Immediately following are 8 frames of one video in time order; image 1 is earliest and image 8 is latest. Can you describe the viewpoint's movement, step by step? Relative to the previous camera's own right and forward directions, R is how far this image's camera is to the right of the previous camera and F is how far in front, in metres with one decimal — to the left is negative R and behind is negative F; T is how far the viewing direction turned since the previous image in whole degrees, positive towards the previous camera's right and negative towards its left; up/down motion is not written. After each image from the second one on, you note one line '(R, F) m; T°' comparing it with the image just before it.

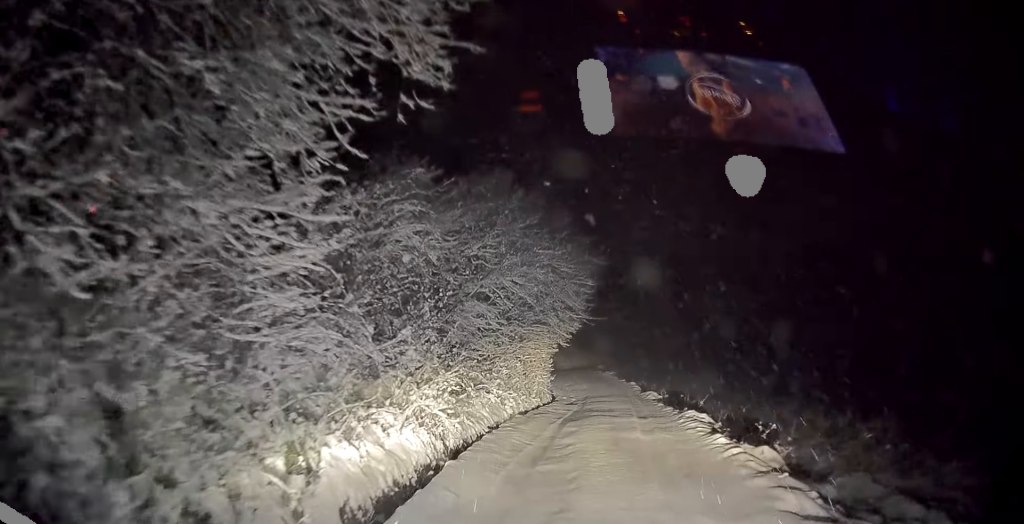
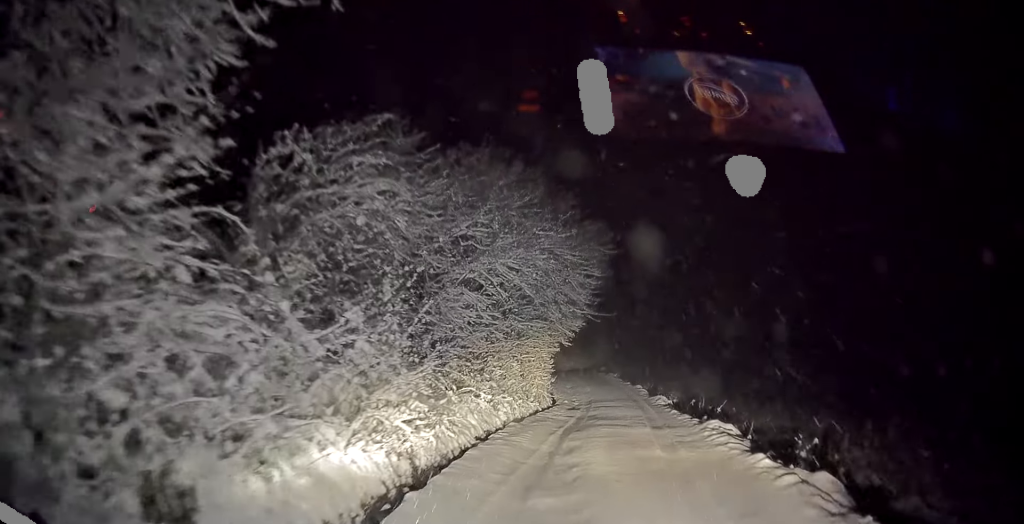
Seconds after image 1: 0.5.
(+0.1, +2.6) m; +1°
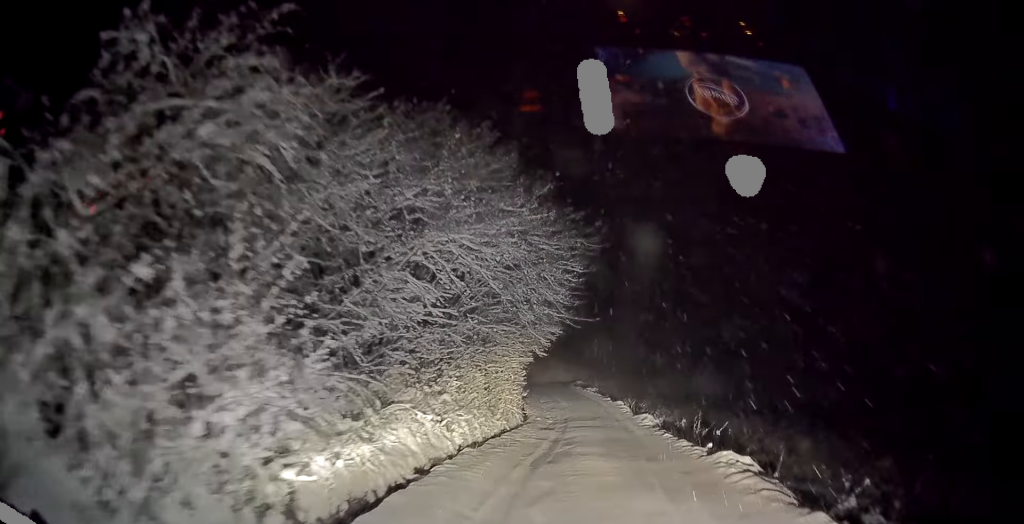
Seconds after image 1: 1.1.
(0.0, +3.1) m; +2°
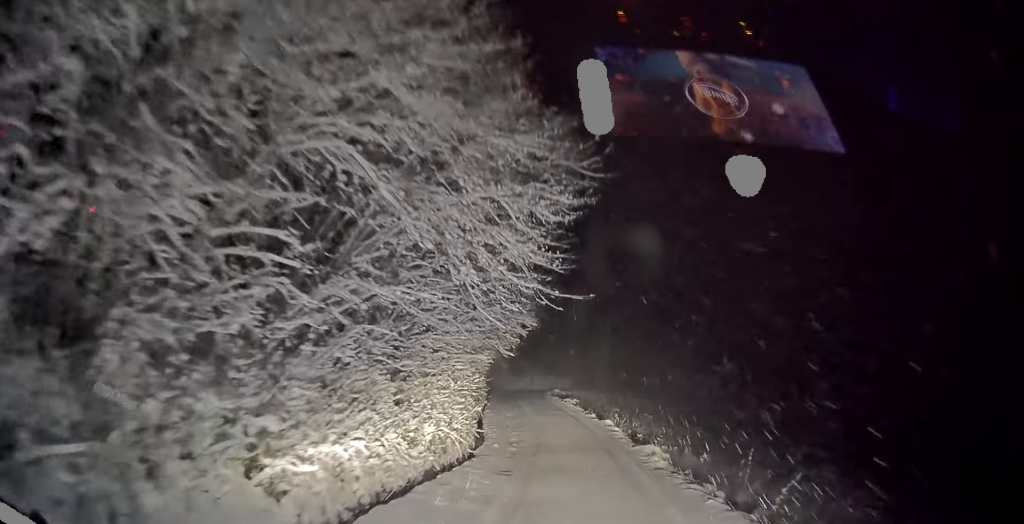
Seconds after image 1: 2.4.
(+0.3, +6.1) m; +7°
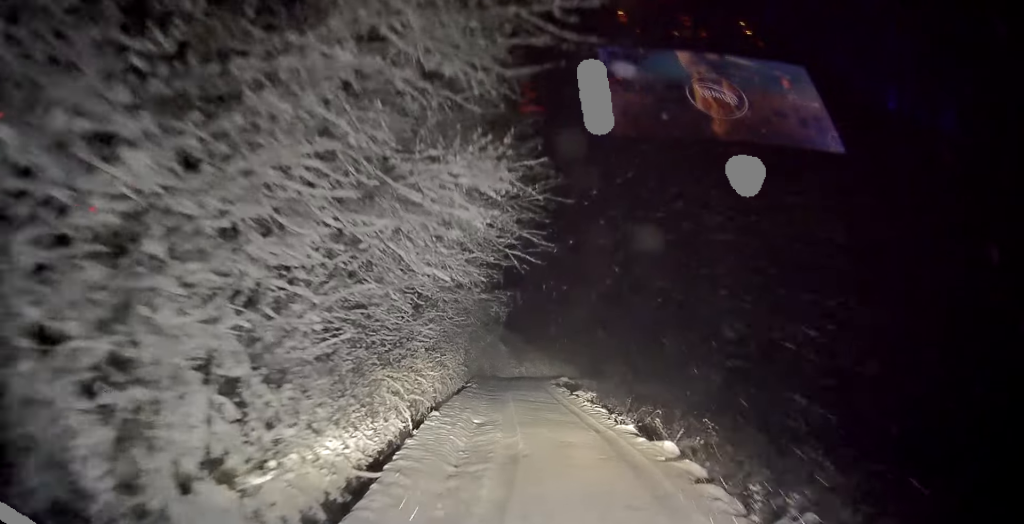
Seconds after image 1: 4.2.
(+0.3, +8.5) m; -2°
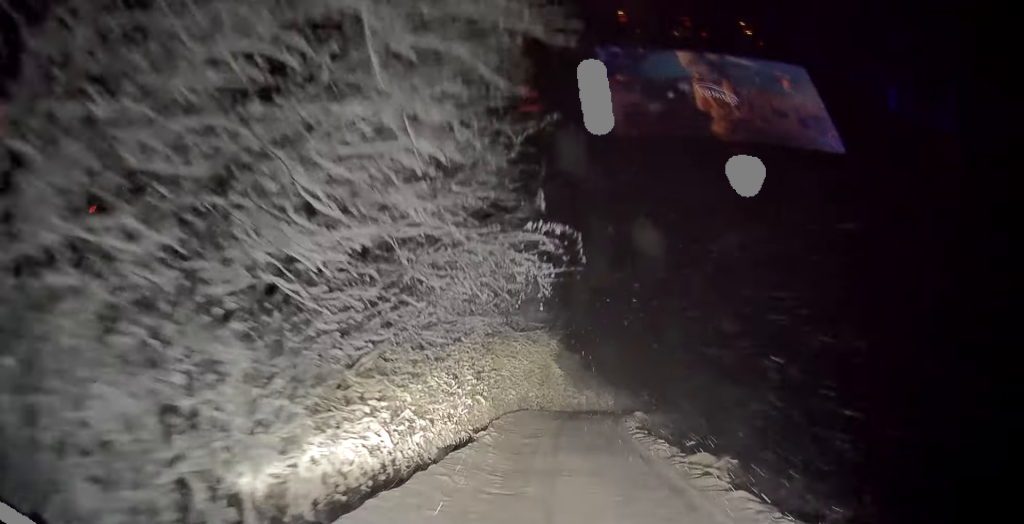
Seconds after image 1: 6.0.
(-0.9, +9.7) m; -7°
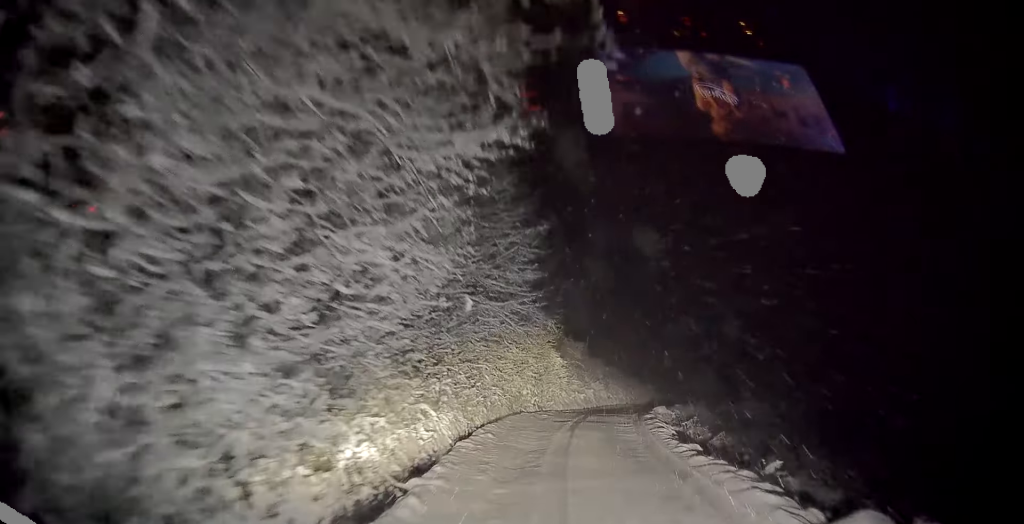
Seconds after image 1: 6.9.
(+0.1, +5.4) m; -1°
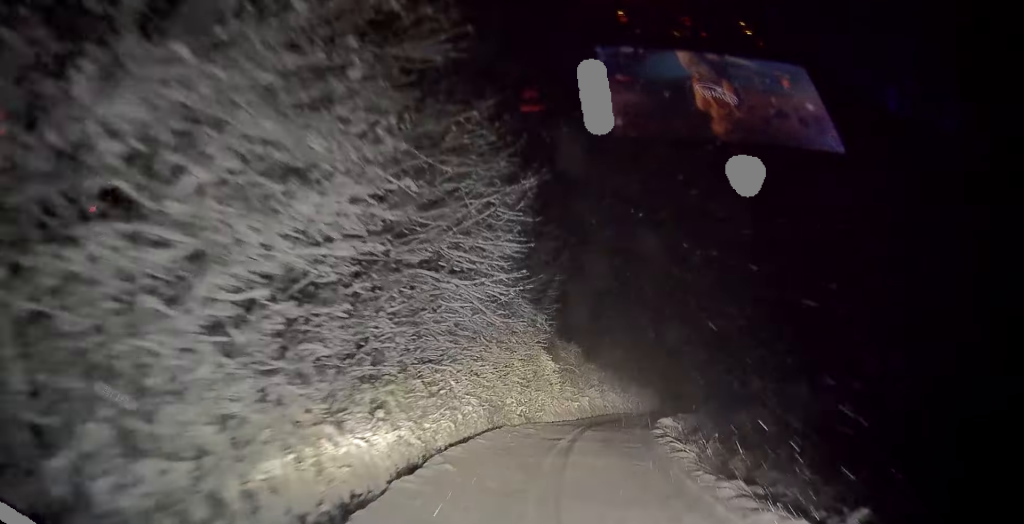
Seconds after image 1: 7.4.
(-0.1, +3.2) m; 0°
